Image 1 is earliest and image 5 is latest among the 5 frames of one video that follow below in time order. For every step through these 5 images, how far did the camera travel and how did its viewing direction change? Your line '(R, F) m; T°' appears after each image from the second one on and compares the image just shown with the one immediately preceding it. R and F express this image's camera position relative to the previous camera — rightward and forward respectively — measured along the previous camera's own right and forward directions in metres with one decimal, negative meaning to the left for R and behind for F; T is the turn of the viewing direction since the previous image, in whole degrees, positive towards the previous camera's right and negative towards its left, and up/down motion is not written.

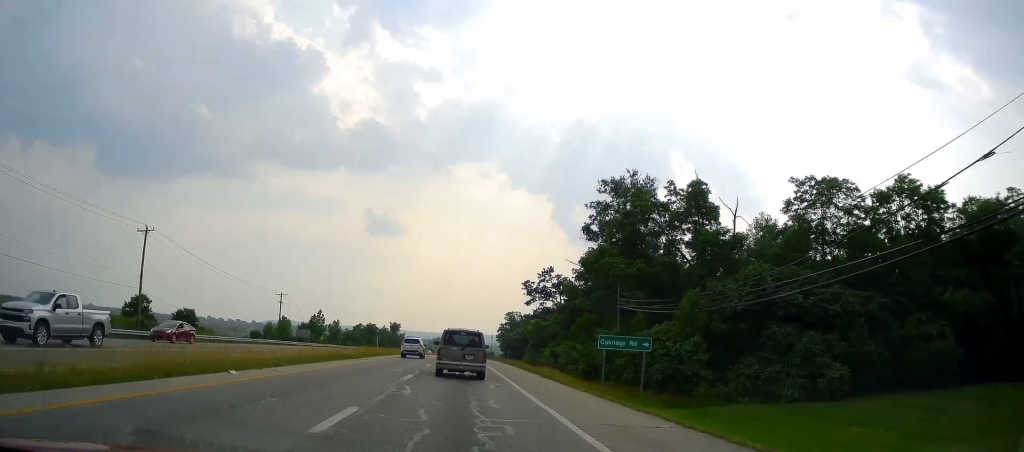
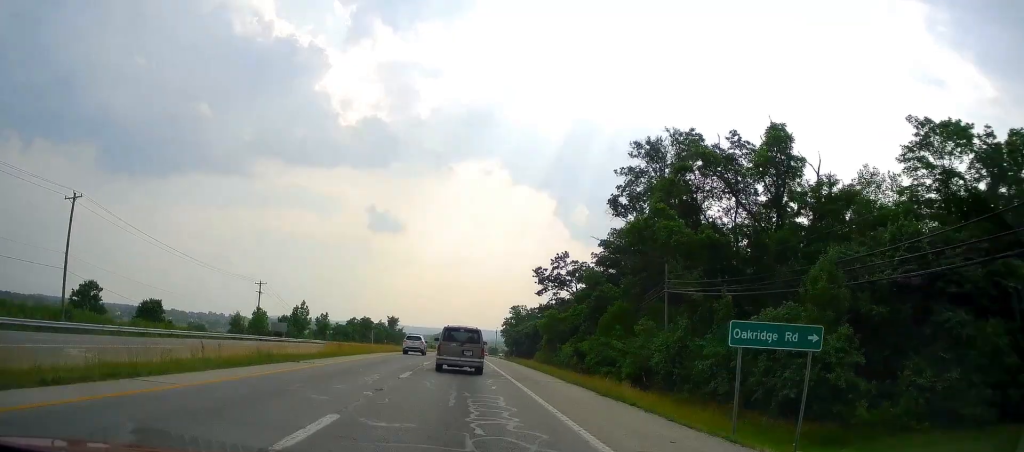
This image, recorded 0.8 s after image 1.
(+0.5, +13.3) m; 0°
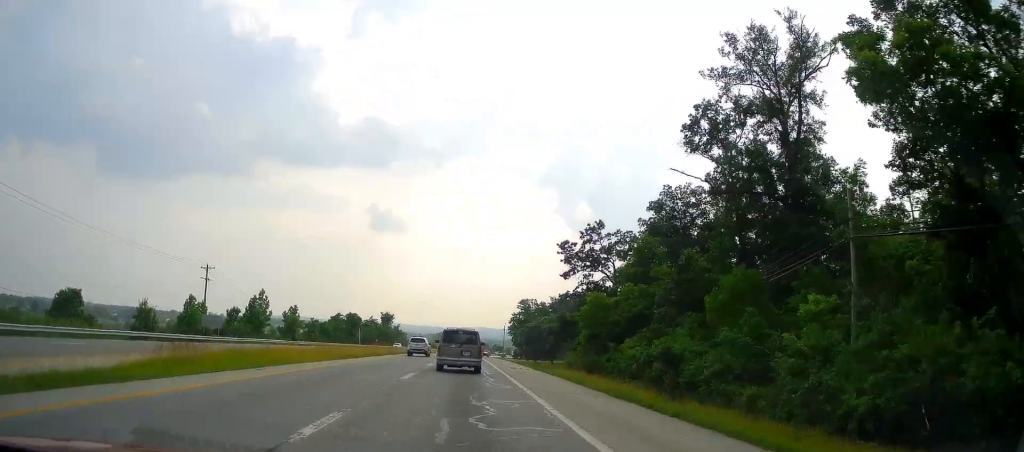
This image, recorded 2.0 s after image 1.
(-0.5, +23.4) m; 0°
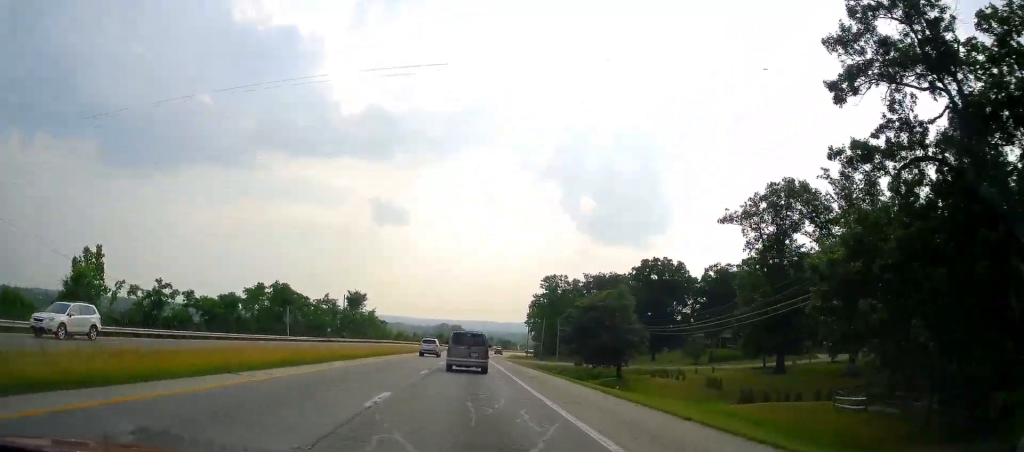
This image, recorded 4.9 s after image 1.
(-0.5, +57.1) m; -1°
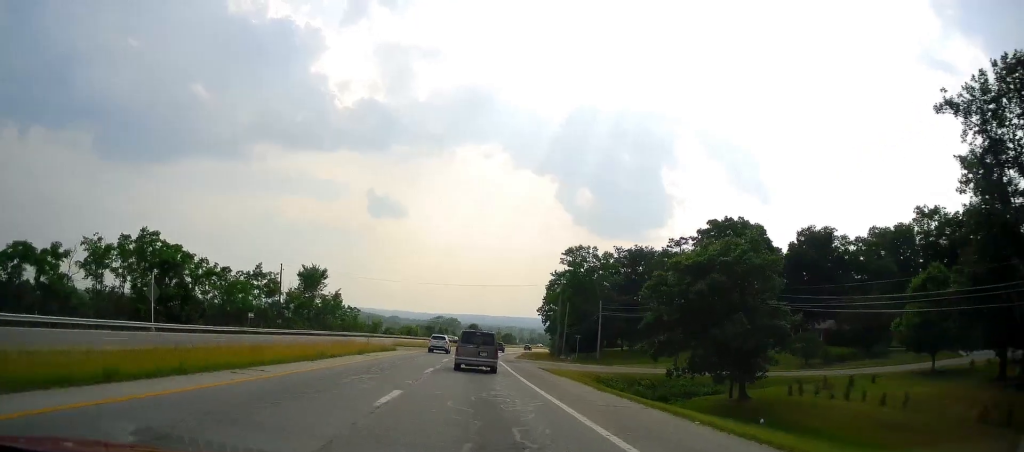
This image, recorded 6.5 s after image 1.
(-0.6, +36.6) m; -1°
